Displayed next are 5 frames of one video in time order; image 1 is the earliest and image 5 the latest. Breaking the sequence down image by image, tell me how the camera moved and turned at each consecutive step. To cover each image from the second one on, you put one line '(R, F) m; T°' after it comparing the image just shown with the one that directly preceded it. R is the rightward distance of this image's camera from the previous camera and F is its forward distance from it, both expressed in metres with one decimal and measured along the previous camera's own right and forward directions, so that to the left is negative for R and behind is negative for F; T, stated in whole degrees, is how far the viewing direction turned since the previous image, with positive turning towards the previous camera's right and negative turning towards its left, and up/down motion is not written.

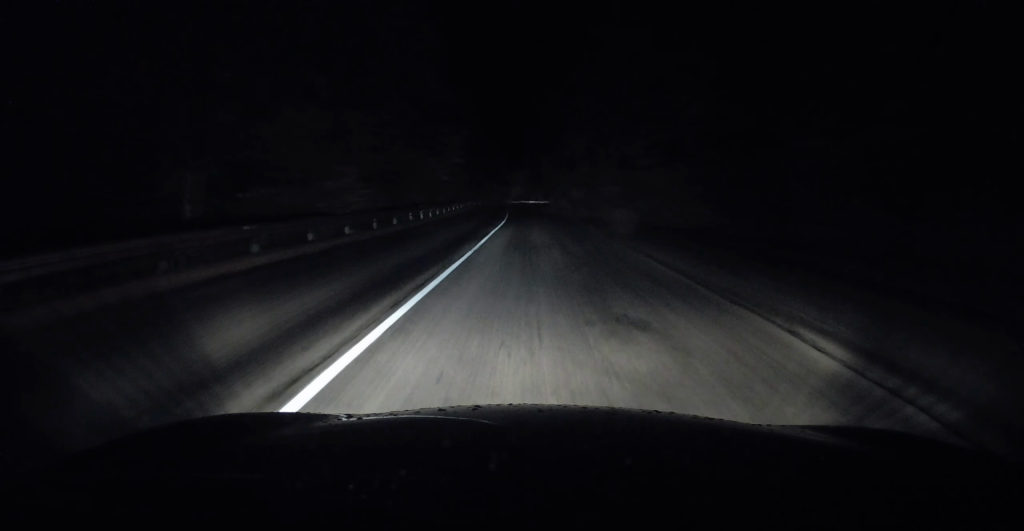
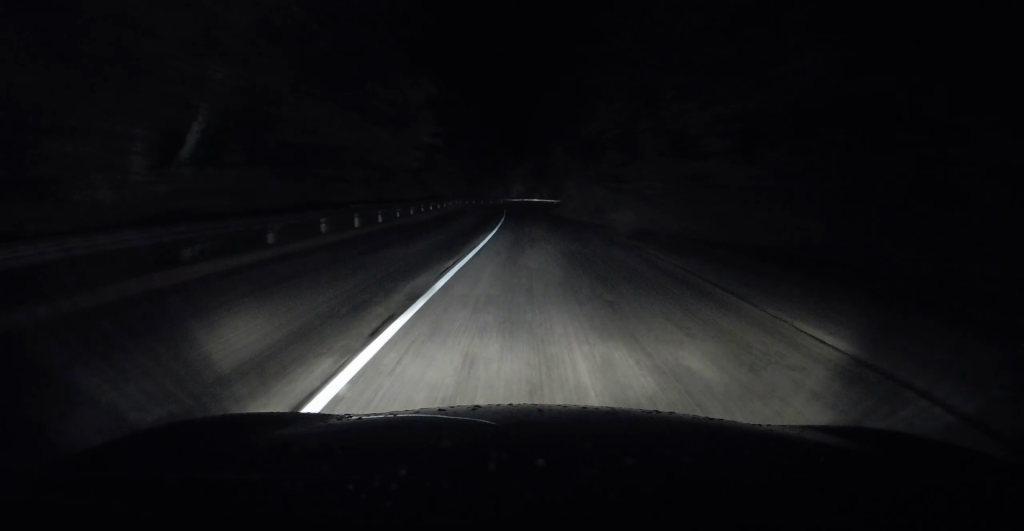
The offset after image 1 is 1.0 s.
(-0.4, +15.3) m; -1°
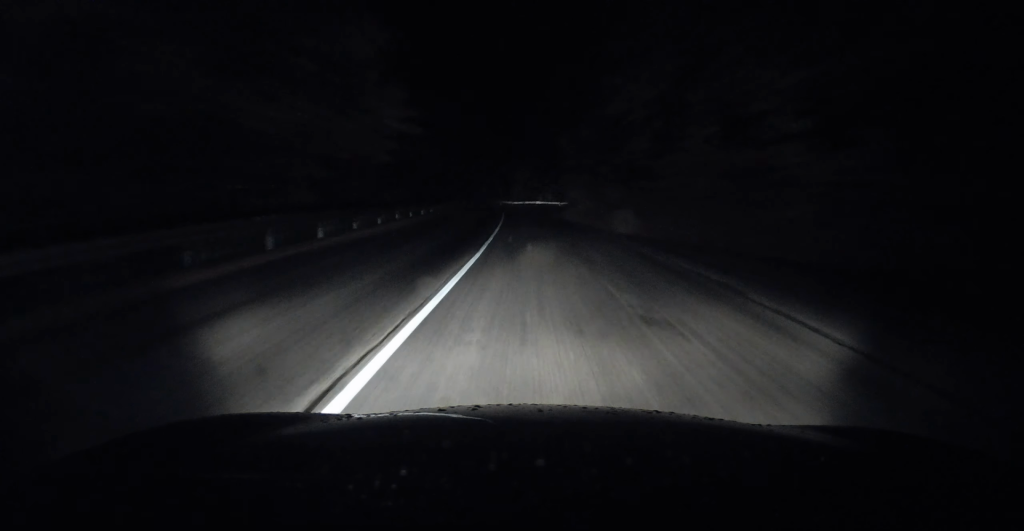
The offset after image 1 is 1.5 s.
(0.0, +7.9) m; 0°
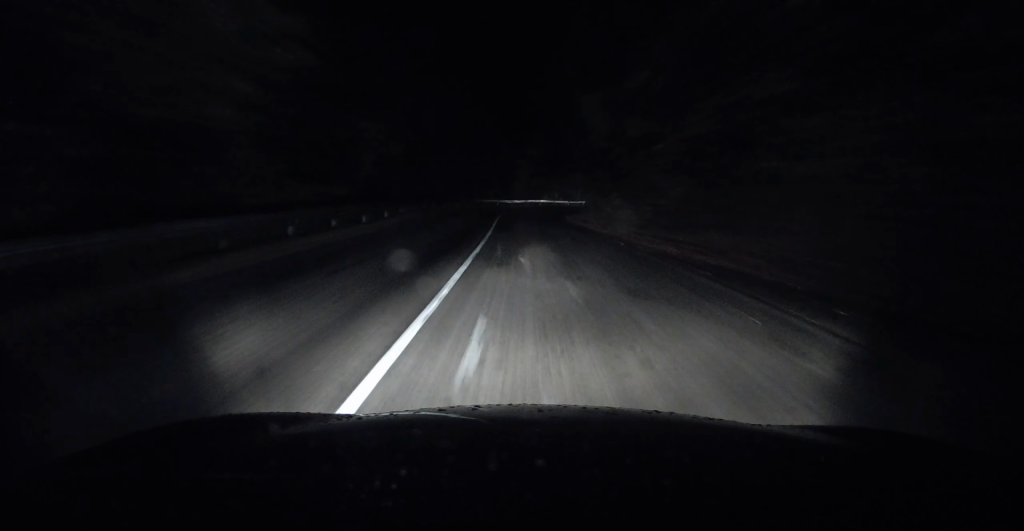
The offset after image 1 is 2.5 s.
(+0.1, +14.2) m; +1°
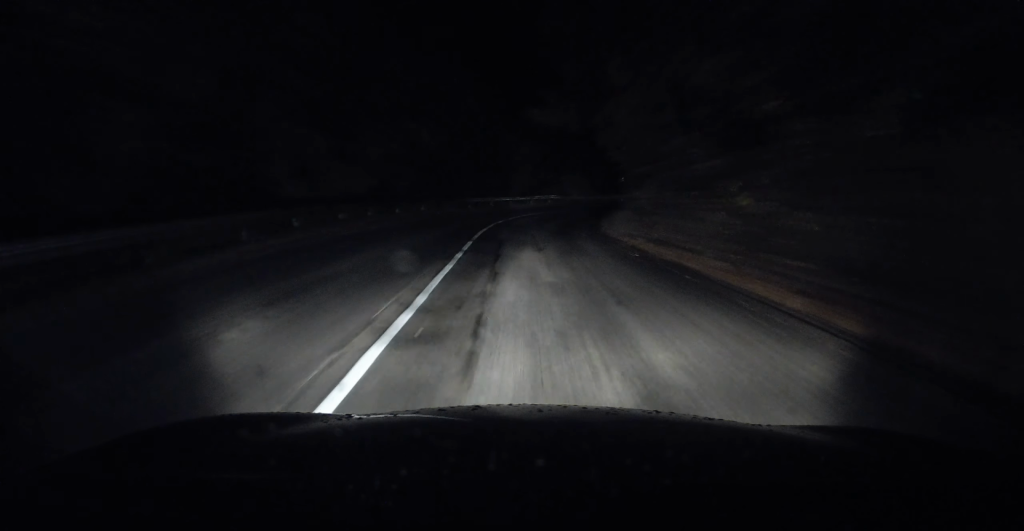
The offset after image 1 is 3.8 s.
(+0.1, +18.6) m; 0°
